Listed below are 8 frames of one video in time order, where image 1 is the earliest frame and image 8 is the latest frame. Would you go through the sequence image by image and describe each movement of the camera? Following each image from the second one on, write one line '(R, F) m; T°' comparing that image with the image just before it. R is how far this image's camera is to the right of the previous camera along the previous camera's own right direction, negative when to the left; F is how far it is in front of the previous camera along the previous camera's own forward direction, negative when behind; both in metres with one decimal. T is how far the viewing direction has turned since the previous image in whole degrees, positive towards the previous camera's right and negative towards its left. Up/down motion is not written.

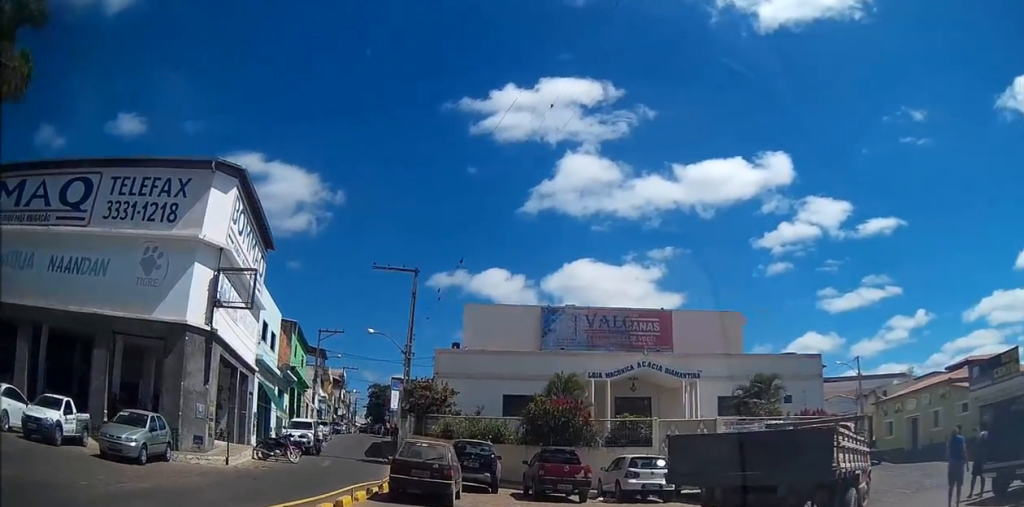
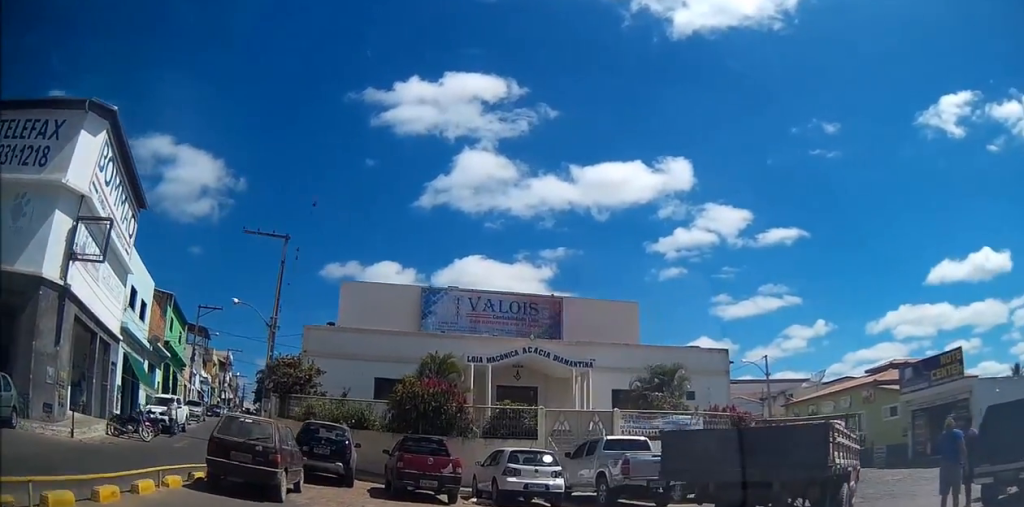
(+0.2, +3.4) m; +11°
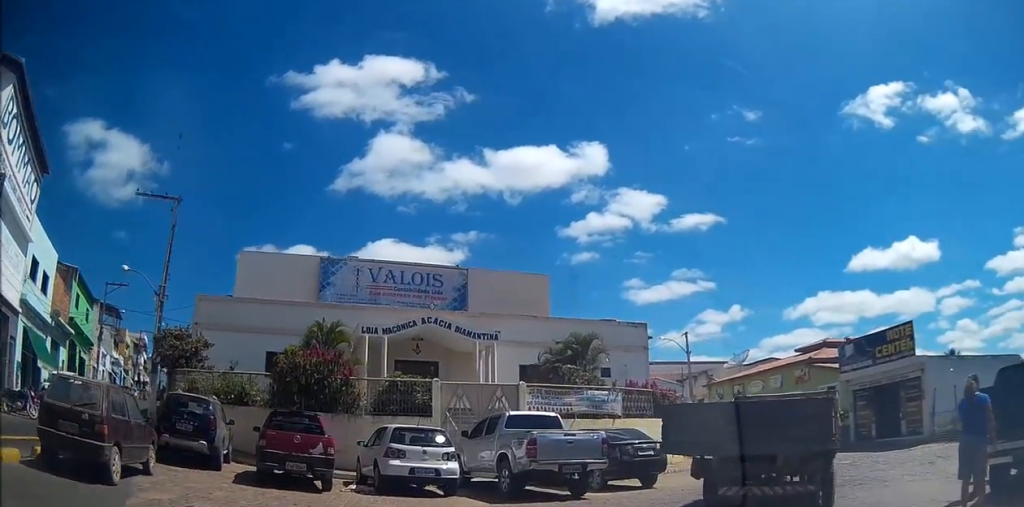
(+0.3, +2.7) m; +9°
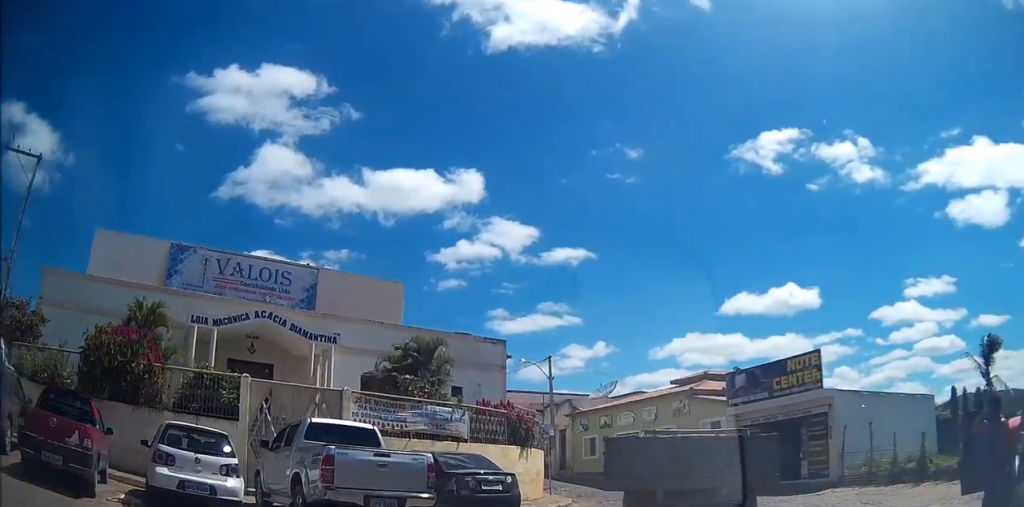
(+0.2, +3.7) m; +8°
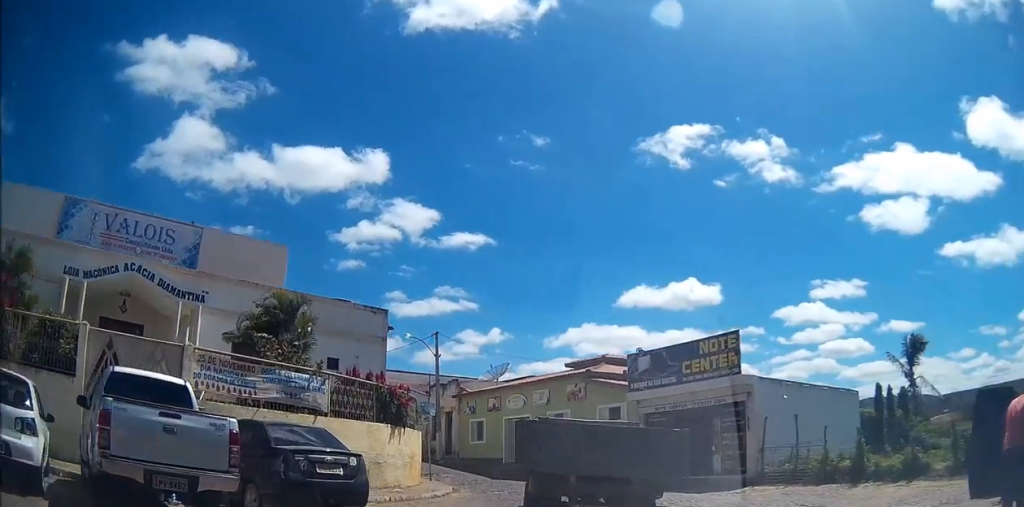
(+0.2, +2.6) m; +8°
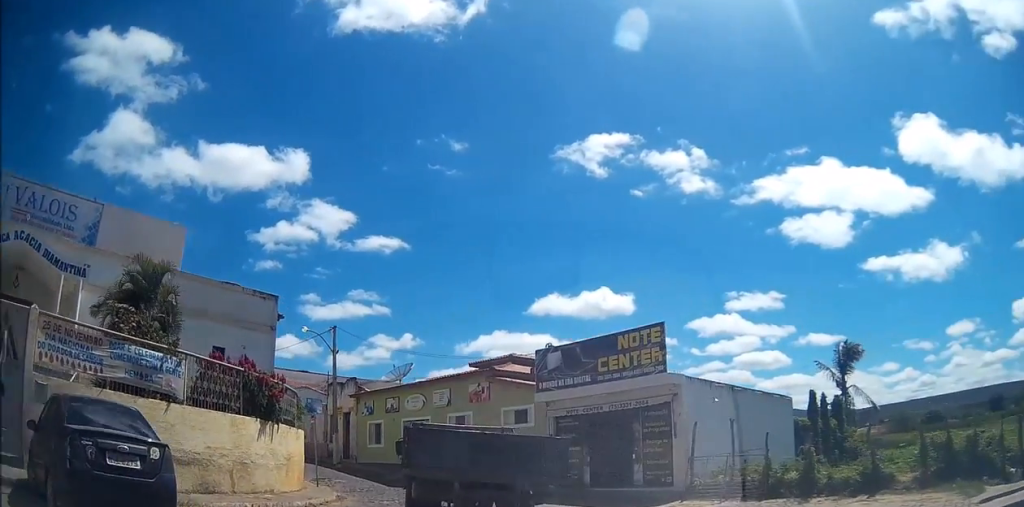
(+0.2, +2.4) m; +9°
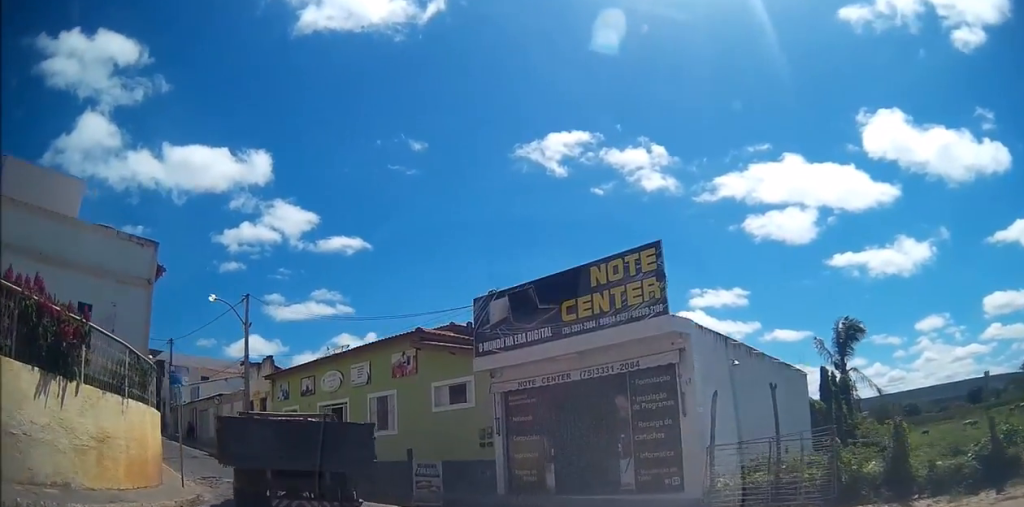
(+0.9, +5.7) m; +11°
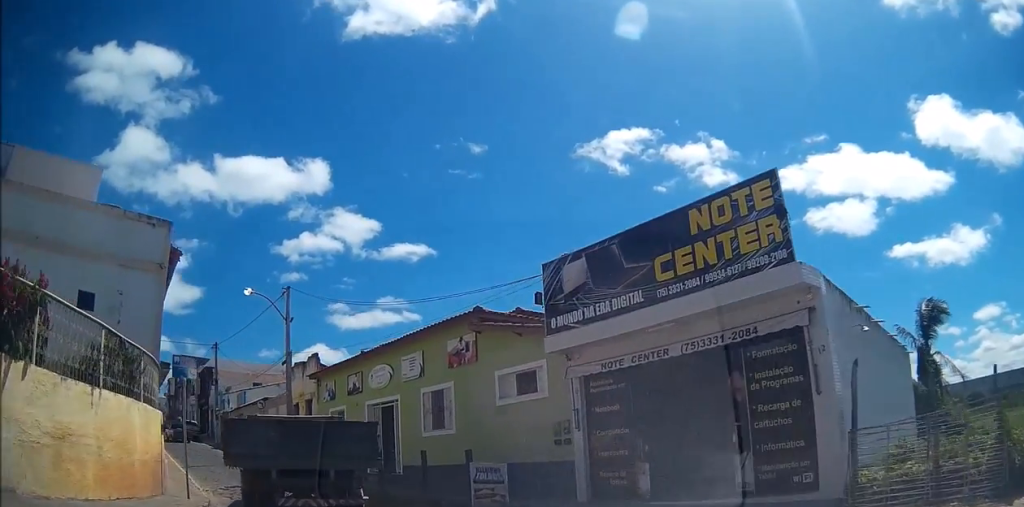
(0.0, +2.8) m; -6°
